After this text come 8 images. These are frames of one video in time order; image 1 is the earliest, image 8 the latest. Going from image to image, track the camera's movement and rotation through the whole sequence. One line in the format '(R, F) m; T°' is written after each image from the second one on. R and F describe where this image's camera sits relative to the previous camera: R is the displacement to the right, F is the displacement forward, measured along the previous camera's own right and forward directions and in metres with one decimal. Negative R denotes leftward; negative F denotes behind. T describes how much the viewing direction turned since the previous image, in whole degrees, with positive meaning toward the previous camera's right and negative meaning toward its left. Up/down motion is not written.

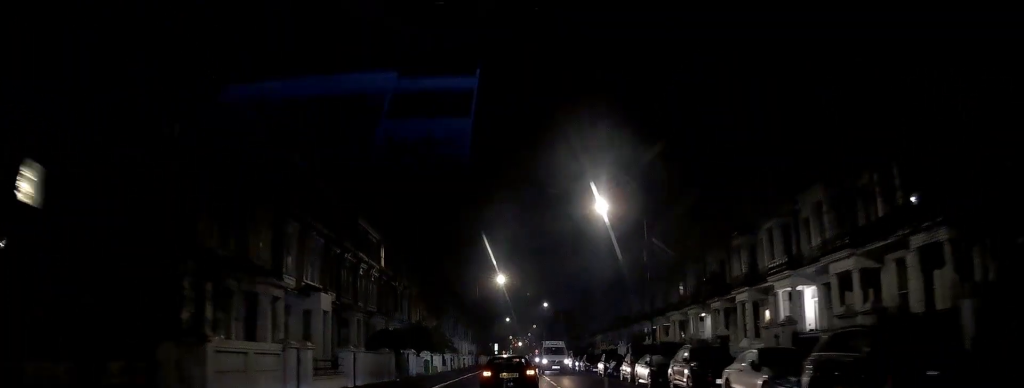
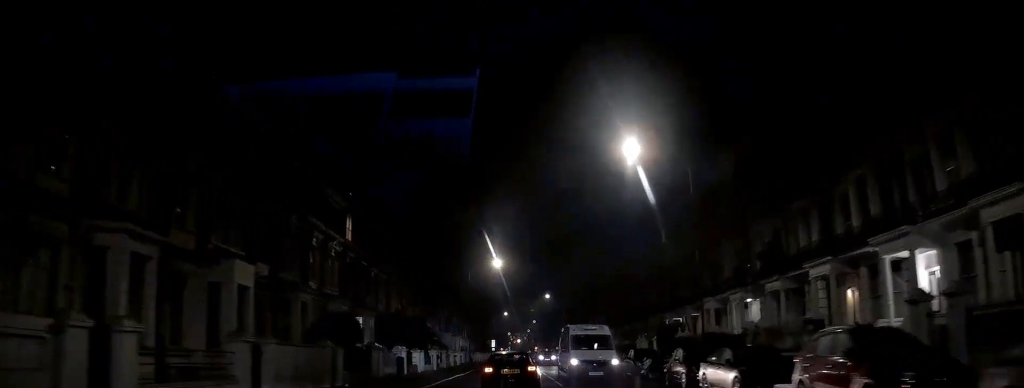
(+0.2, +10.1) m; 0°
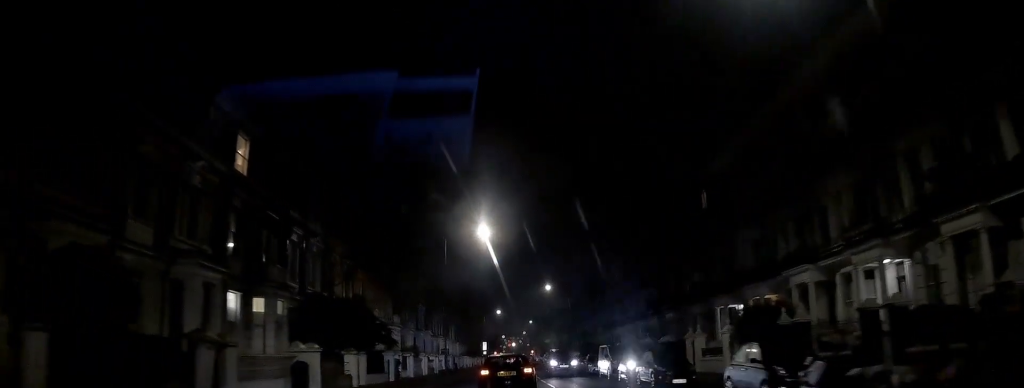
(-0.3, +16.0) m; 0°
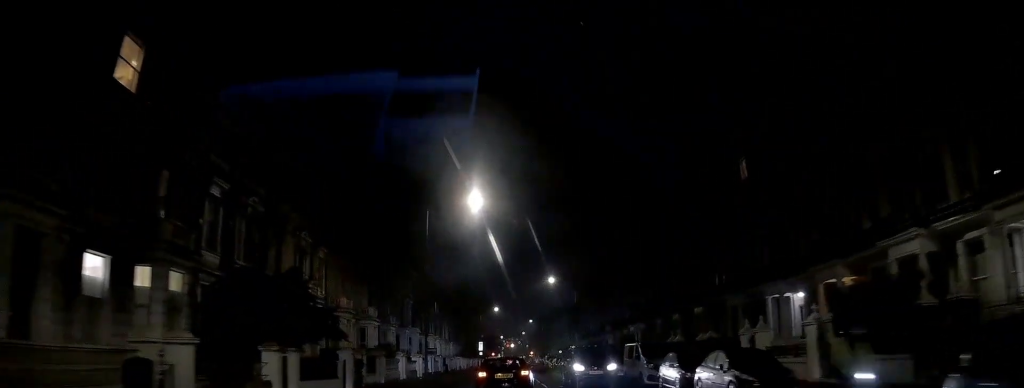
(+0.2, +9.0) m; +1°
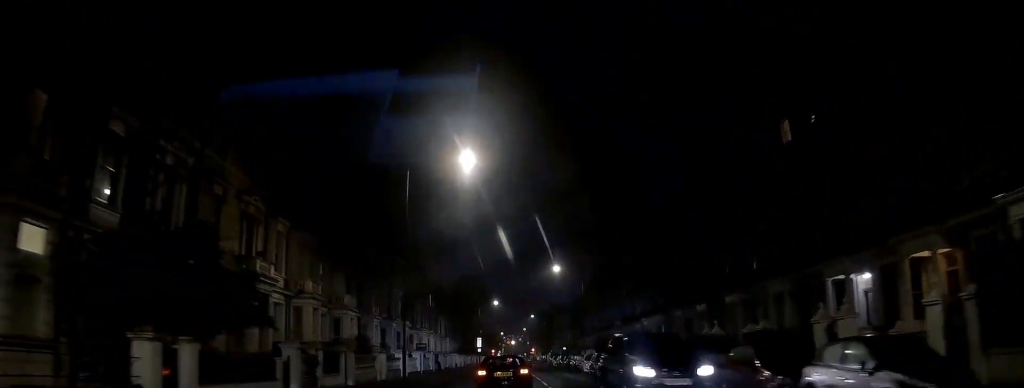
(0.0, +6.8) m; 0°
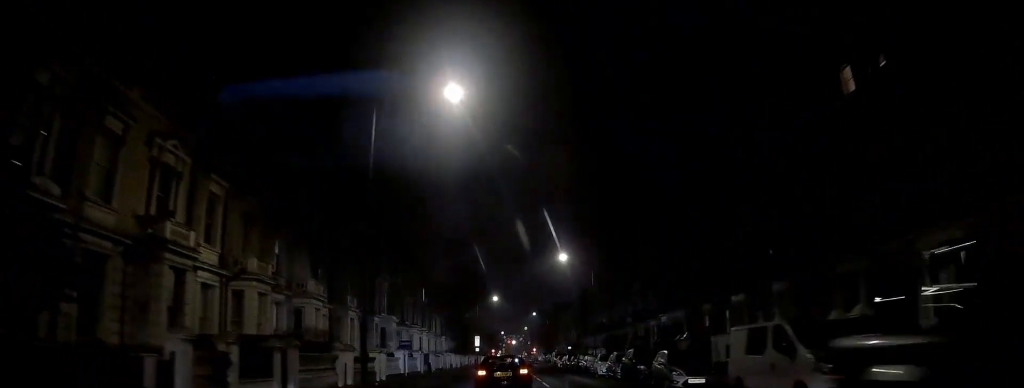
(0.0, +7.3) m; 0°
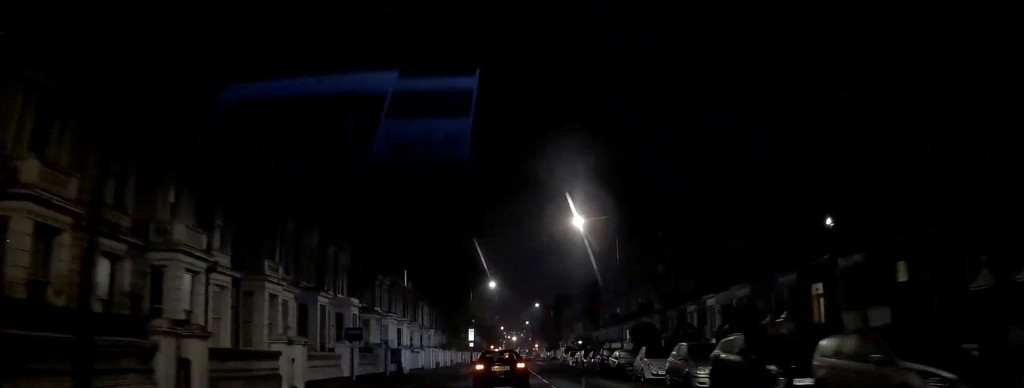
(0.0, +13.3) m; 0°
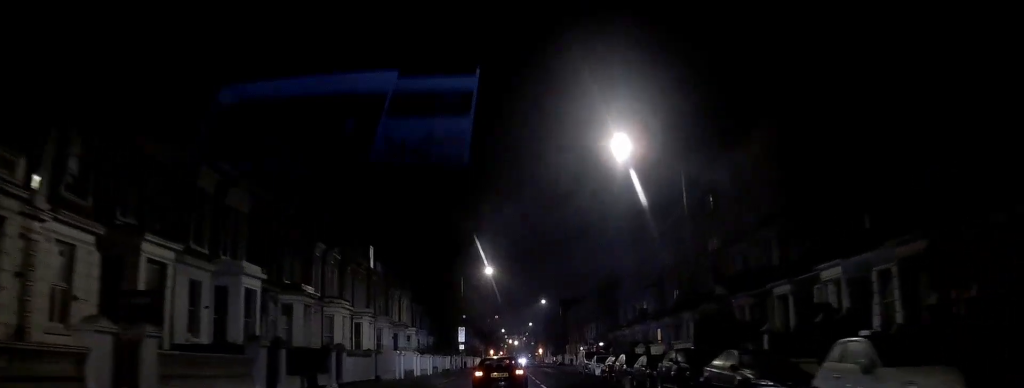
(-0.1, +16.5) m; -1°
